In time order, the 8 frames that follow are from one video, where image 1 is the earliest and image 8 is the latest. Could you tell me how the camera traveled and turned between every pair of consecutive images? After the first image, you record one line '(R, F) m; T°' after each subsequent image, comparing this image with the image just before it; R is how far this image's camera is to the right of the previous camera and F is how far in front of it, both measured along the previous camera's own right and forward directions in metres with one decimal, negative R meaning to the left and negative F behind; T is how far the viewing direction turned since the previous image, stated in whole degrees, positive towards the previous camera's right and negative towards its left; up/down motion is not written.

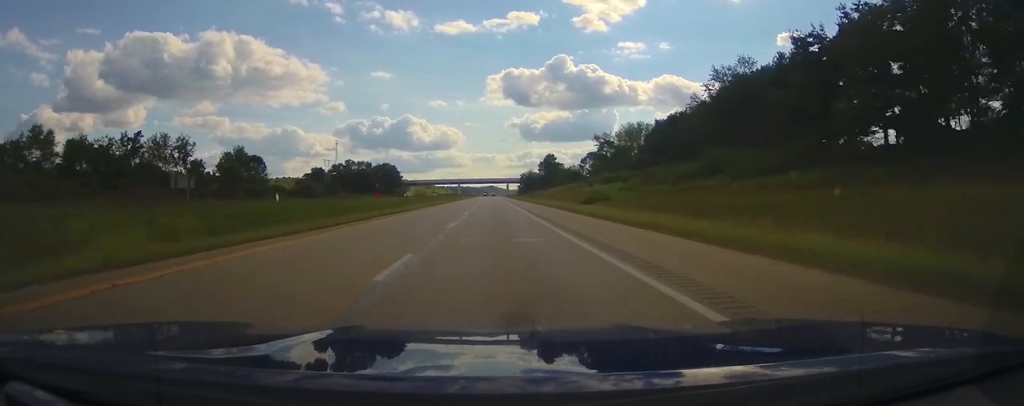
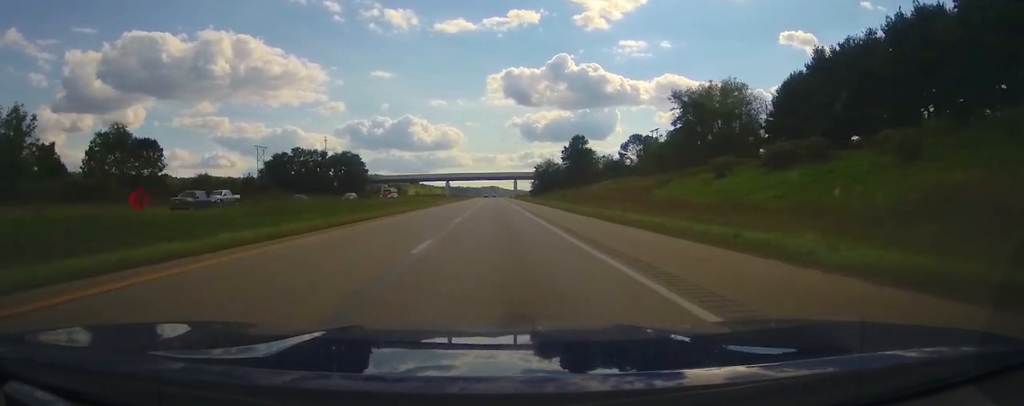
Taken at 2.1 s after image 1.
(-0.3, +69.7) m; -1°
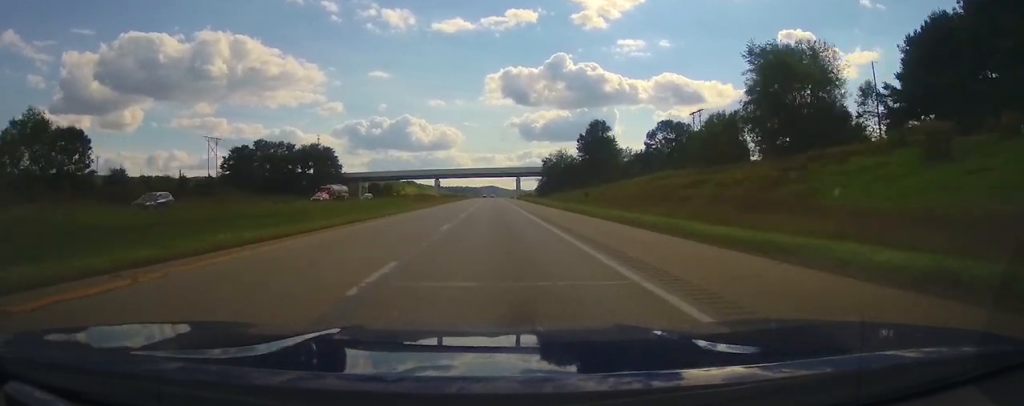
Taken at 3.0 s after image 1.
(-0.1, +29.5) m; 0°
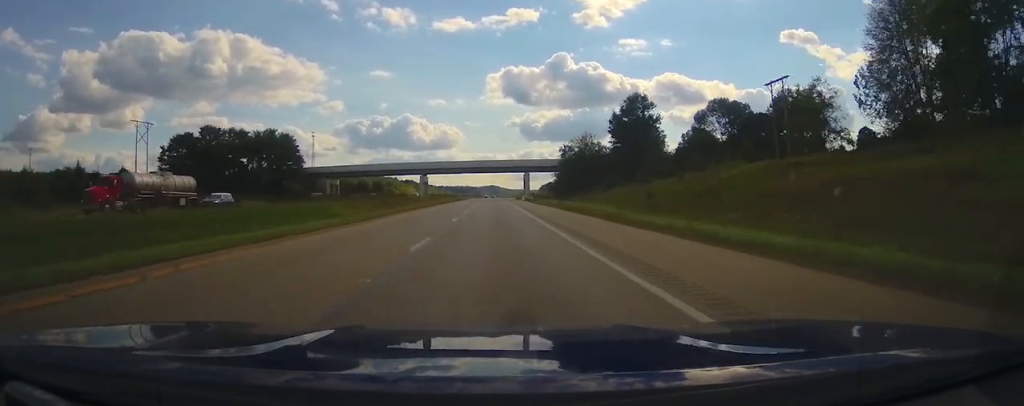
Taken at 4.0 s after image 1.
(0.0, +31.5) m; 0°
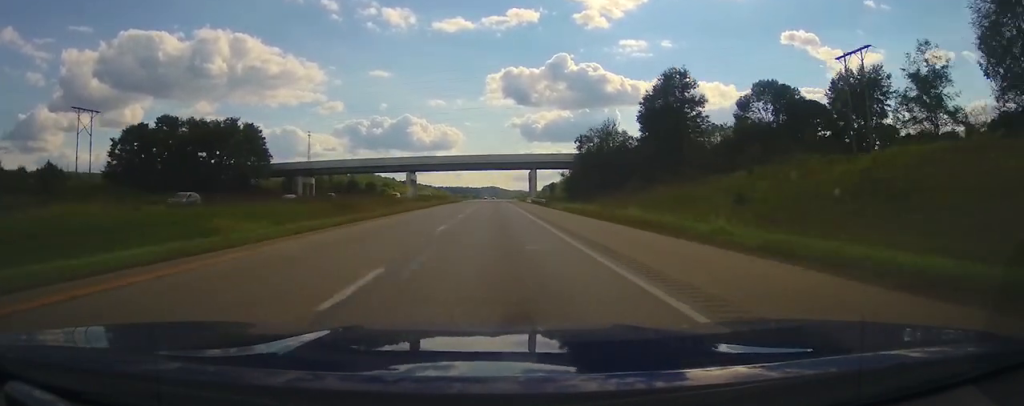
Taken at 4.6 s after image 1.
(0.0, +18.4) m; 0°
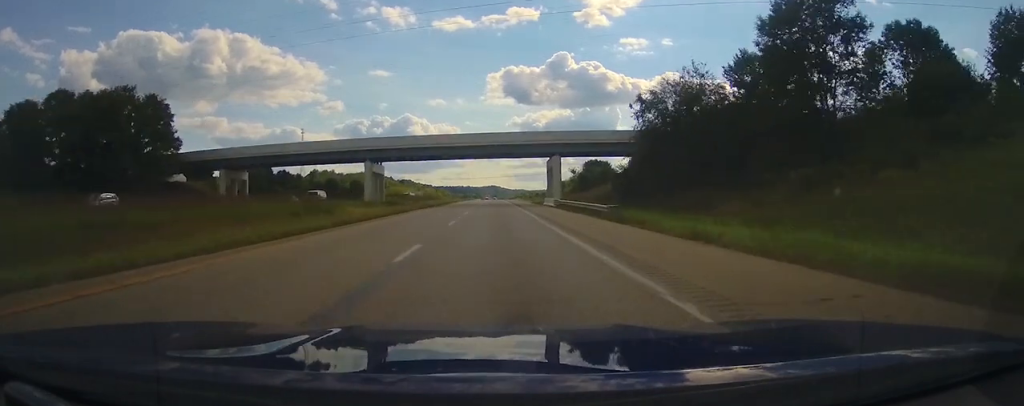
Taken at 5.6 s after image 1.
(0.0, +32.3) m; 0°
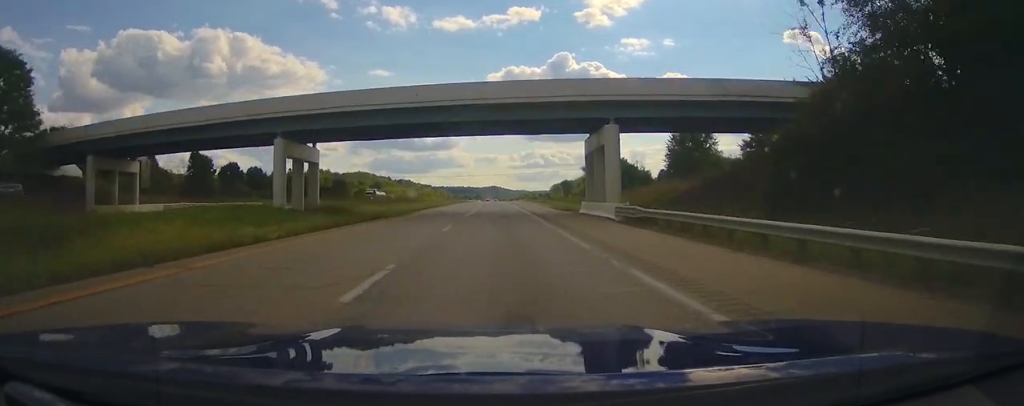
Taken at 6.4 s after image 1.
(0.0, +28.0) m; 0°
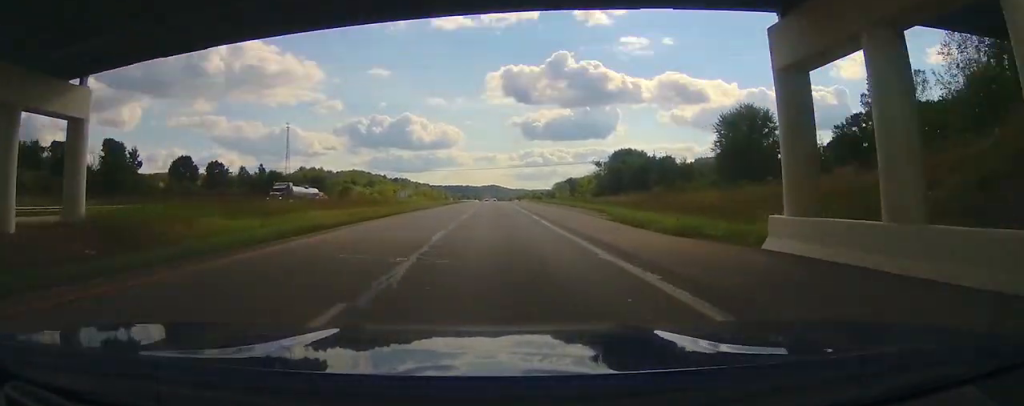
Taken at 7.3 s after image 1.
(0.0, +28.0) m; 0°
